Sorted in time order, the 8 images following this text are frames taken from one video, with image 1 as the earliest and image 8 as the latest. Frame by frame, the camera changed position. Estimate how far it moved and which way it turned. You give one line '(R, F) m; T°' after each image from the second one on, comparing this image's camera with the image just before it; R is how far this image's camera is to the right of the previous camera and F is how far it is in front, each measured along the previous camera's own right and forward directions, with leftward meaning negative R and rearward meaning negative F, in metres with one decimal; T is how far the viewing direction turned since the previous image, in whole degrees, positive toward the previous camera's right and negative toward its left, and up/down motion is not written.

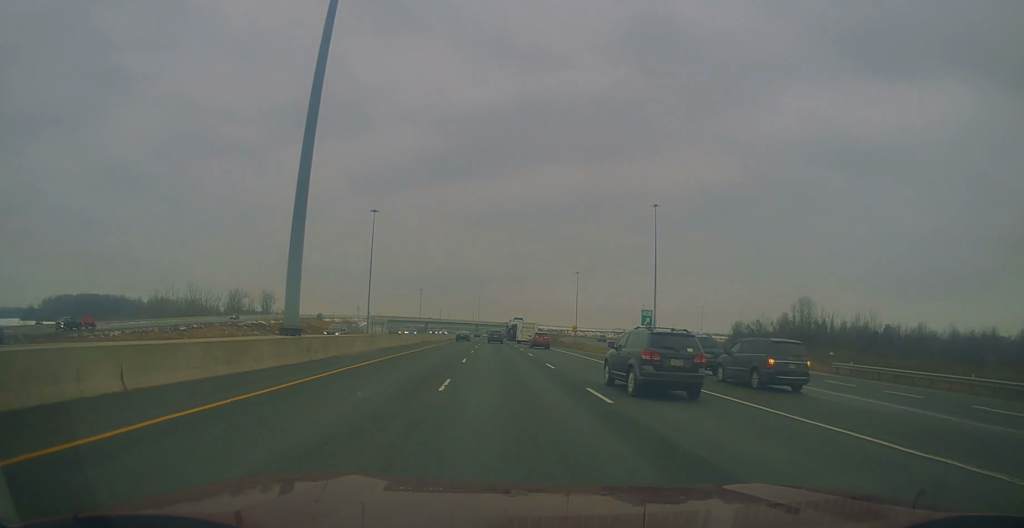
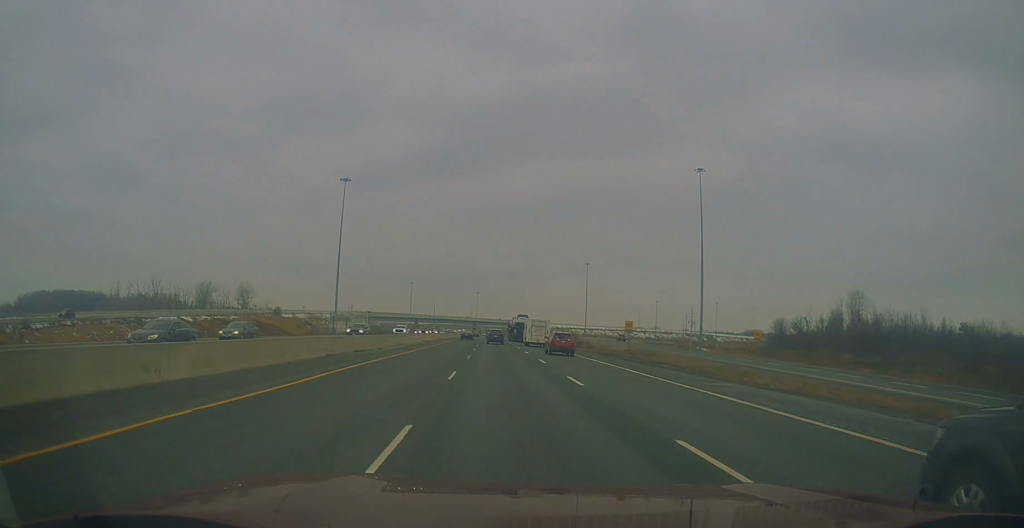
(+0.1, +43.9) m; +1°
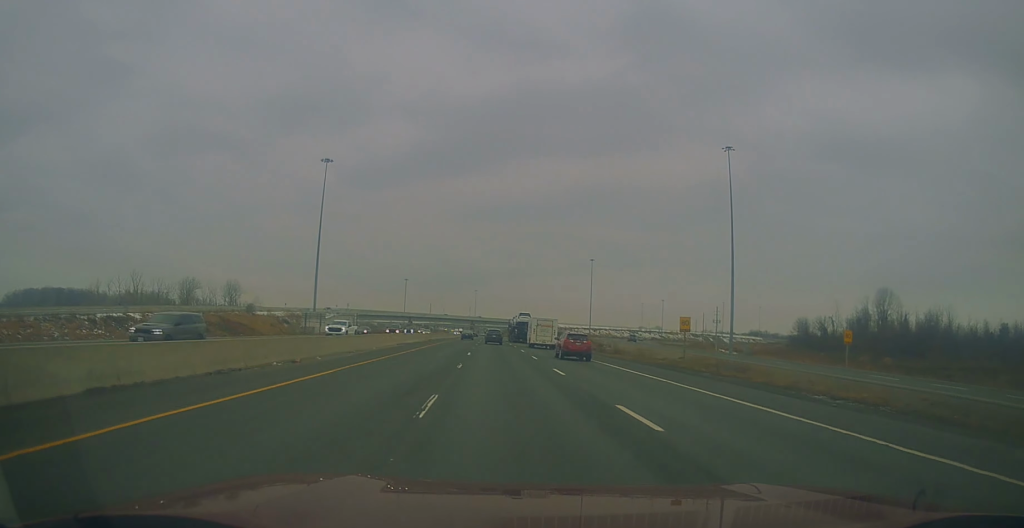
(+0.1, +20.0) m; +1°
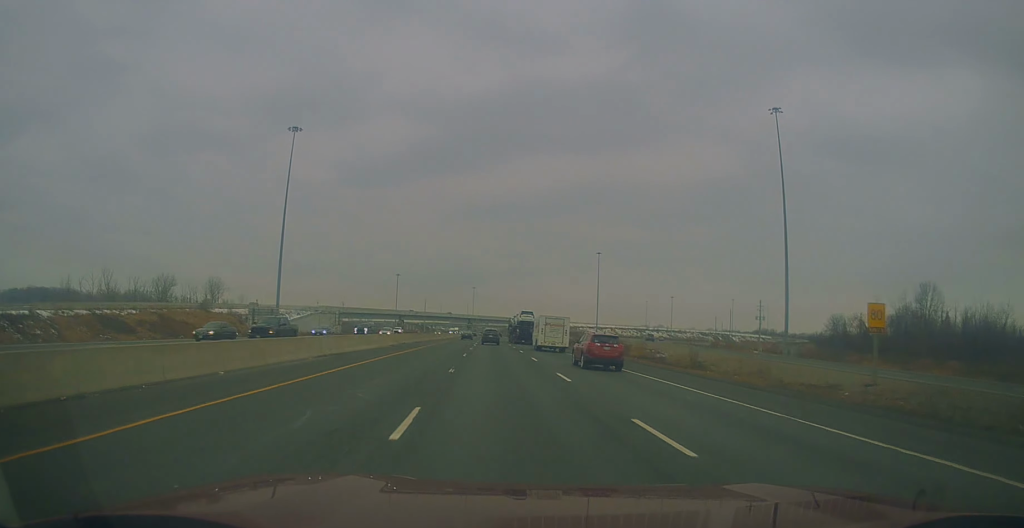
(+0.1, +25.7) m; 0°
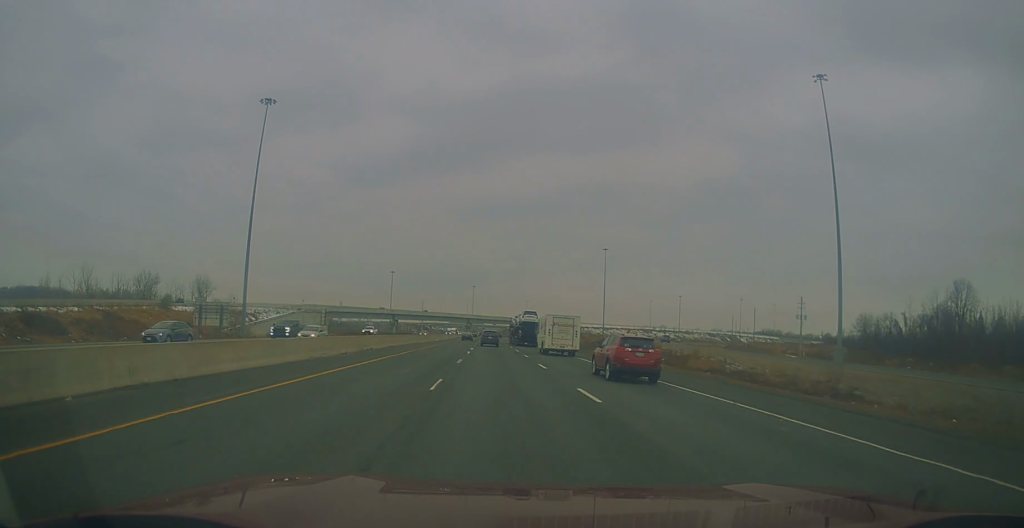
(0.0, +17.6) m; 0°
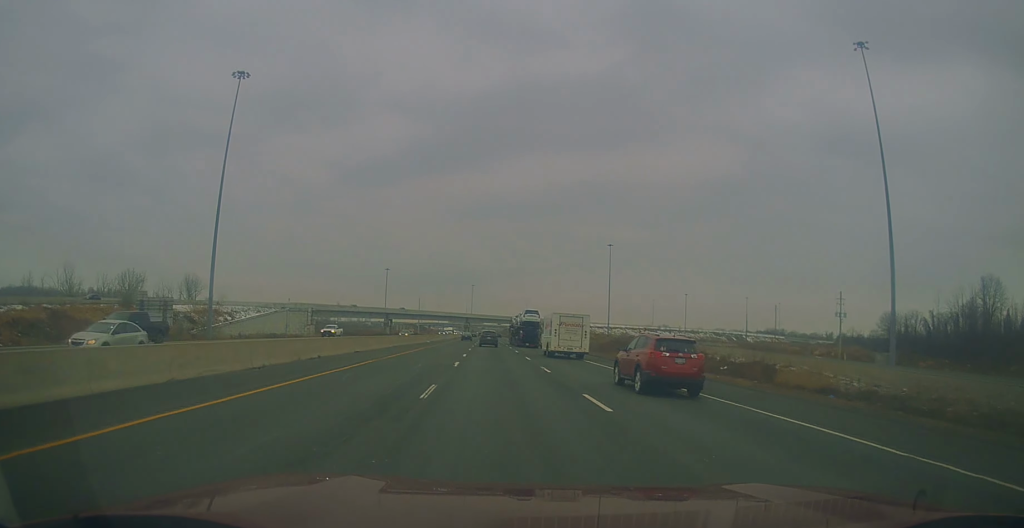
(+0.1, +13.6) m; -1°
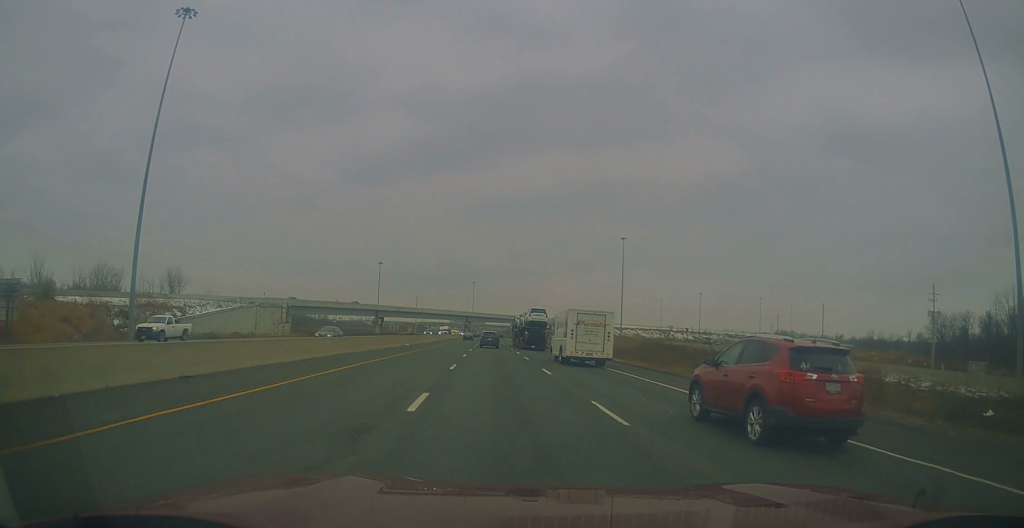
(-0.3, +23.4) m; 0°
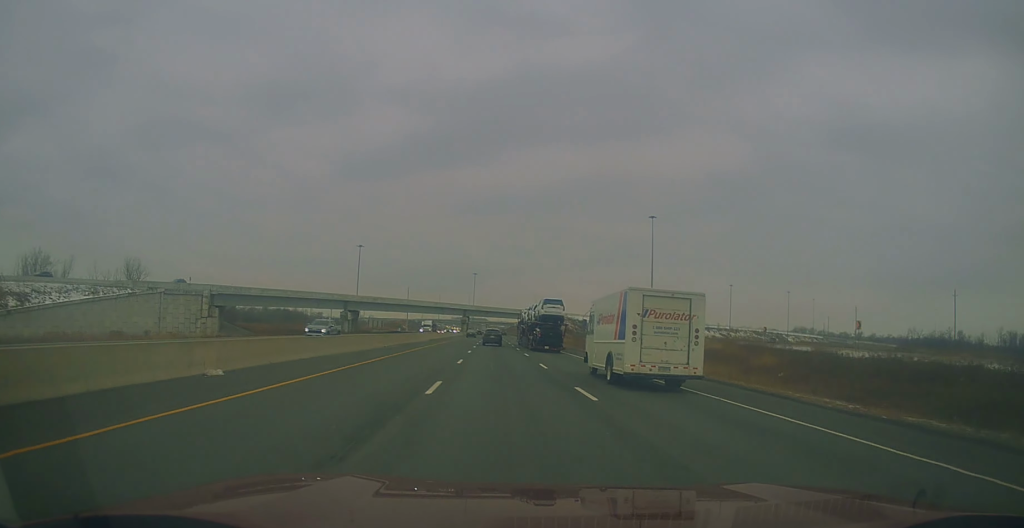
(+0.8, +44.6) m; 0°
